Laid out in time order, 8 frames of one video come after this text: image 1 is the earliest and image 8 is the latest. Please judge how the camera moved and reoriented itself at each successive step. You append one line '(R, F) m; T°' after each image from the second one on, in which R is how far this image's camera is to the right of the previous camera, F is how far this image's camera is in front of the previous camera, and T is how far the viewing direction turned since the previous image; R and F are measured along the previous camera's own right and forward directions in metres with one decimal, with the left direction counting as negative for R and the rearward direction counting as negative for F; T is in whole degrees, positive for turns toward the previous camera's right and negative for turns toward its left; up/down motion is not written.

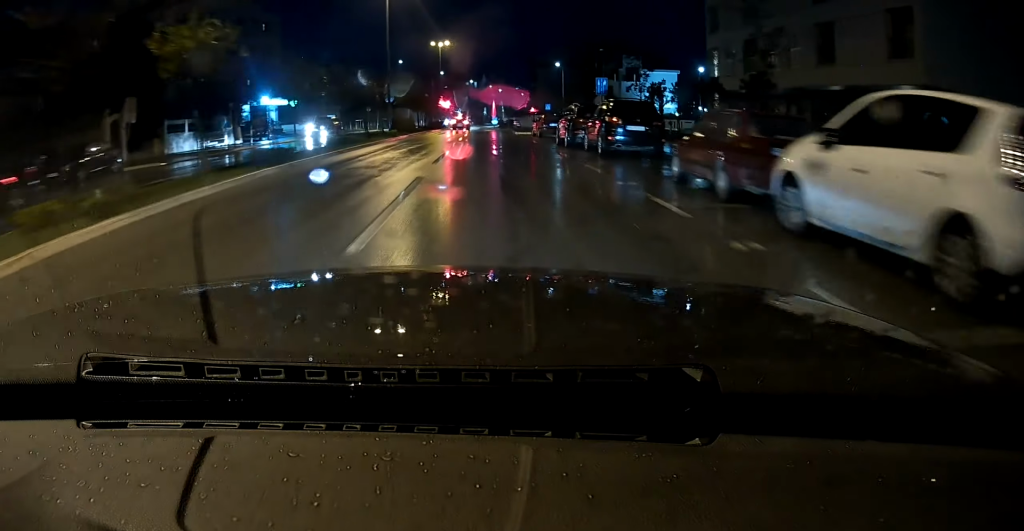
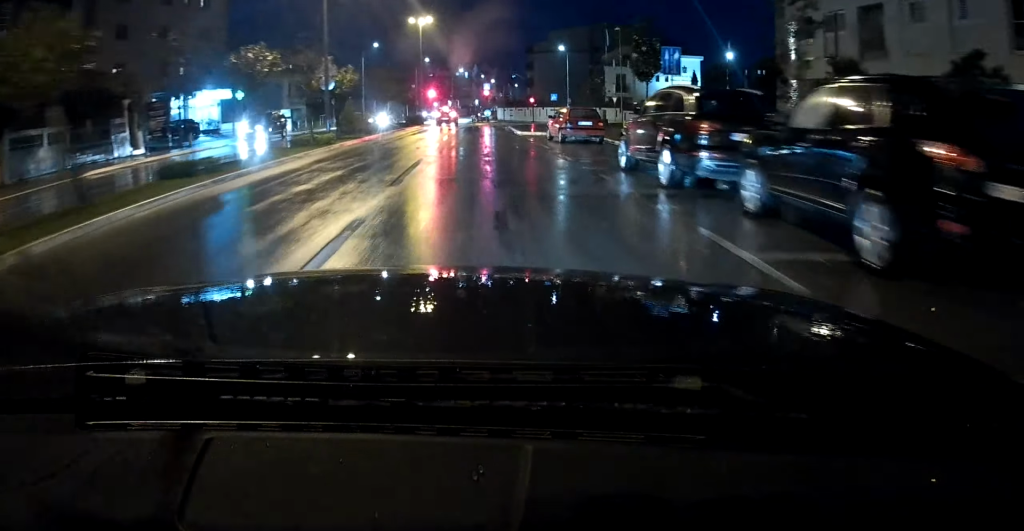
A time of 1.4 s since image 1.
(+0.3, +12.2) m; +2°
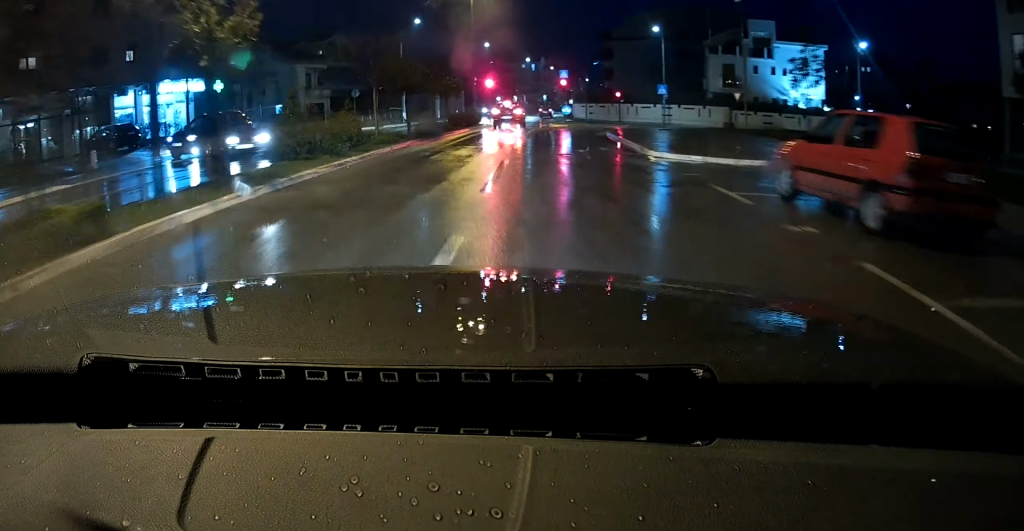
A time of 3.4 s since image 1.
(+0.5, +15.4) m; -1°
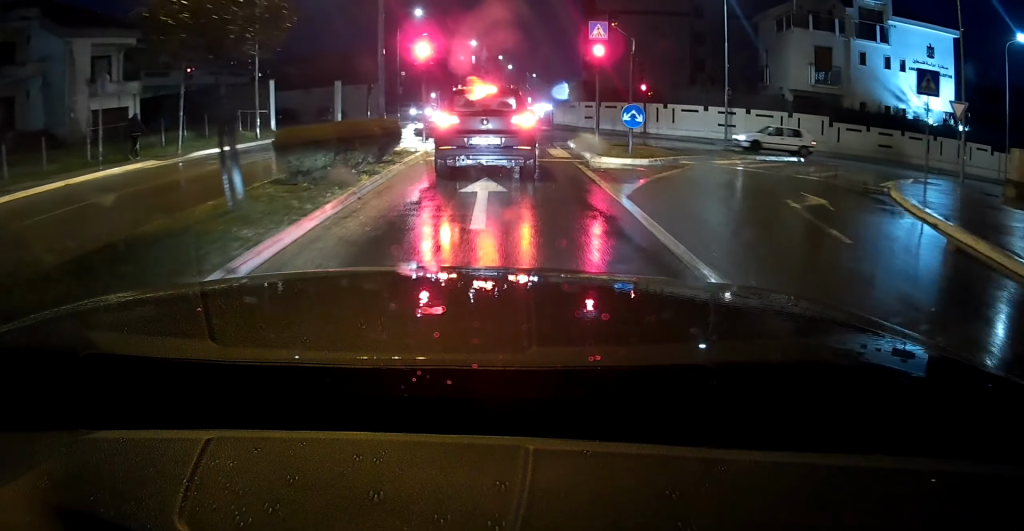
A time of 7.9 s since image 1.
(-1.4, +24.9) m; -5°
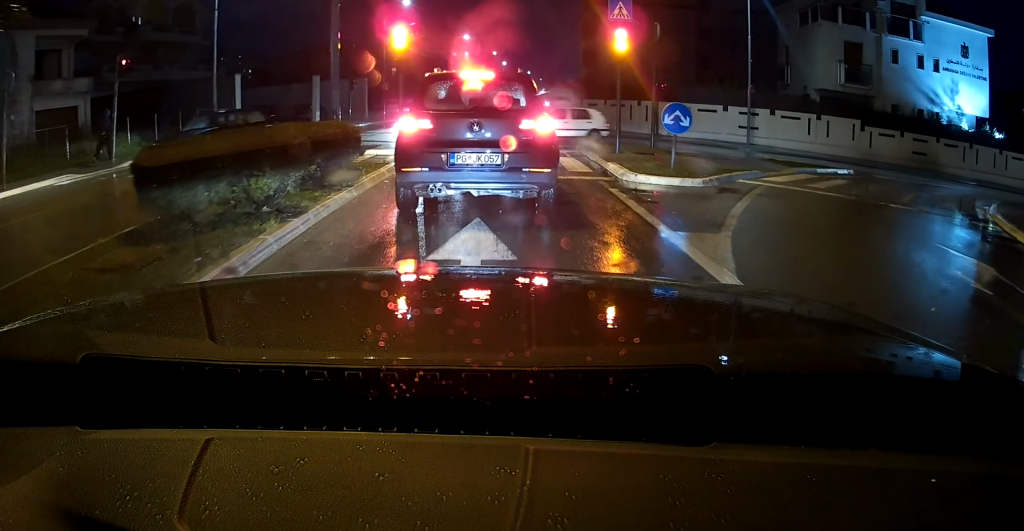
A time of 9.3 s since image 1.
(-0.4, +5.1) m; 0°
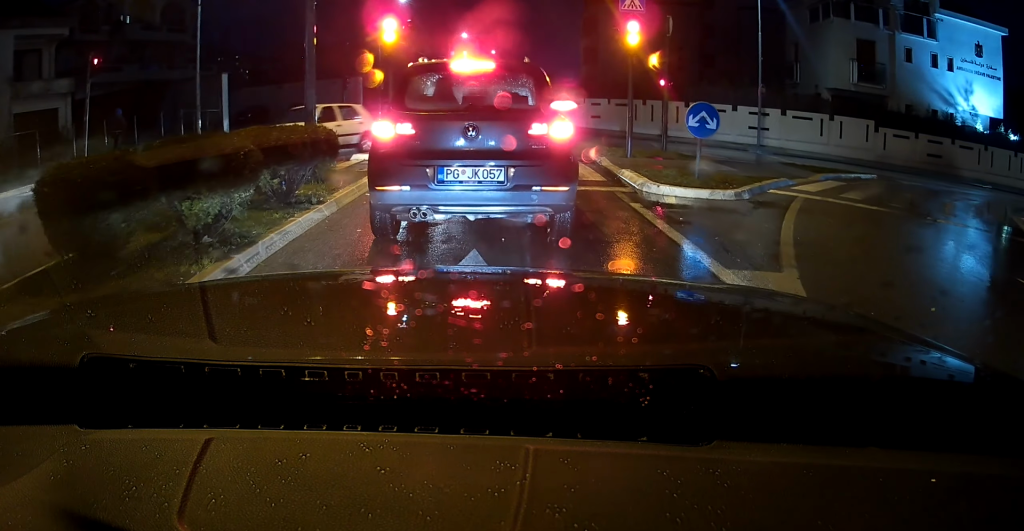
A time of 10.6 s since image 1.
(0.0, +4.6) m; +2°
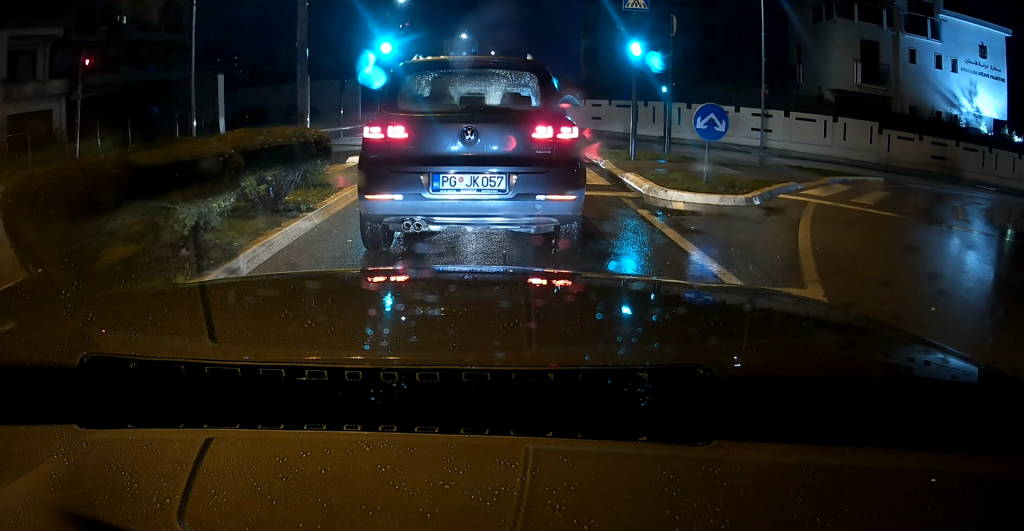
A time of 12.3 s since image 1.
(+0.2, +4.6) m; +3°
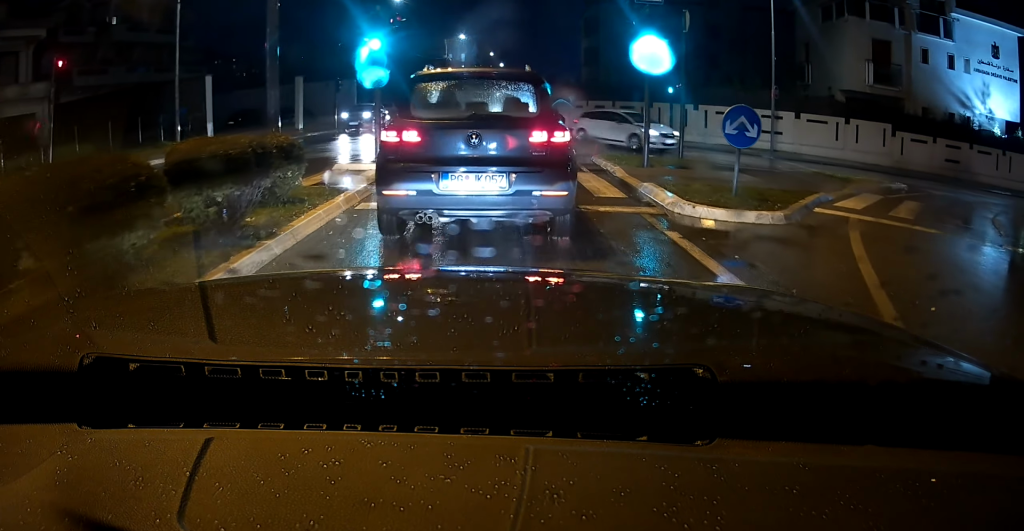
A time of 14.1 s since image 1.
(0.0, +1.7) m; +1°
